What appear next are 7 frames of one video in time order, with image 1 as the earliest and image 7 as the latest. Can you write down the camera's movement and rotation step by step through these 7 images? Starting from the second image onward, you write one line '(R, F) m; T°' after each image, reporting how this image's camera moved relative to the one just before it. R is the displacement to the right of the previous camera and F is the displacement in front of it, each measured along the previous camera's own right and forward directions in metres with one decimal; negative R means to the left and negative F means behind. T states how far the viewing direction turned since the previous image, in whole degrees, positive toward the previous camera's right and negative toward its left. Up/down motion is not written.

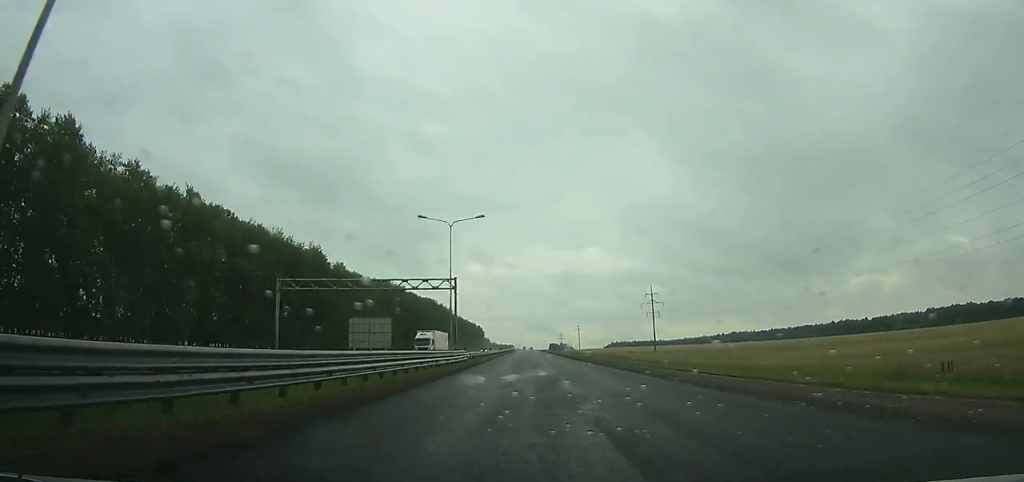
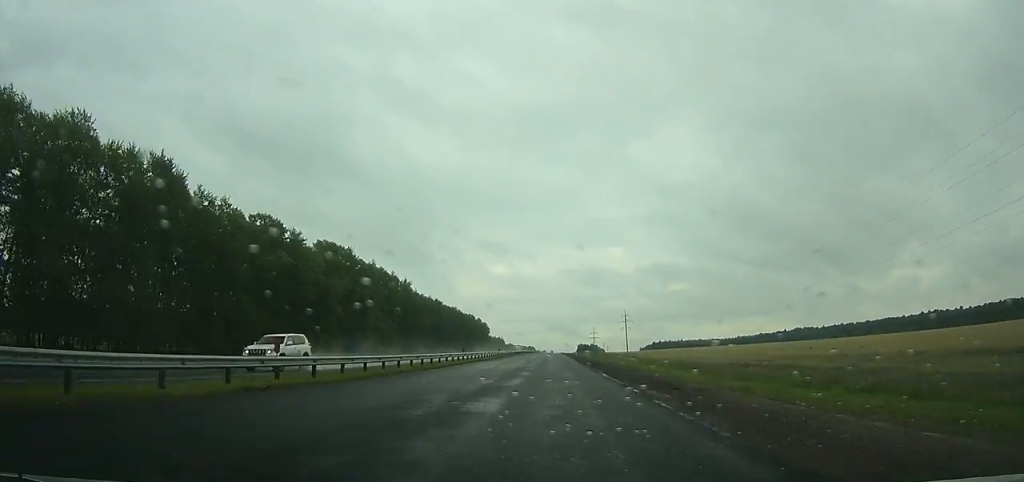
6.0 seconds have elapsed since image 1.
(-1.2, +153.2) m; -1°
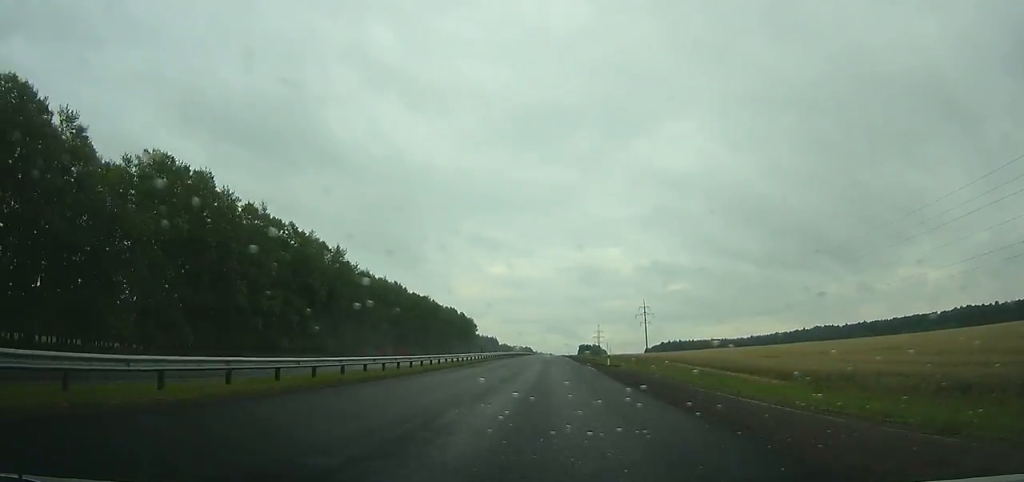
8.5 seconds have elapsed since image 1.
(-0.3, +63.8) m; 0°
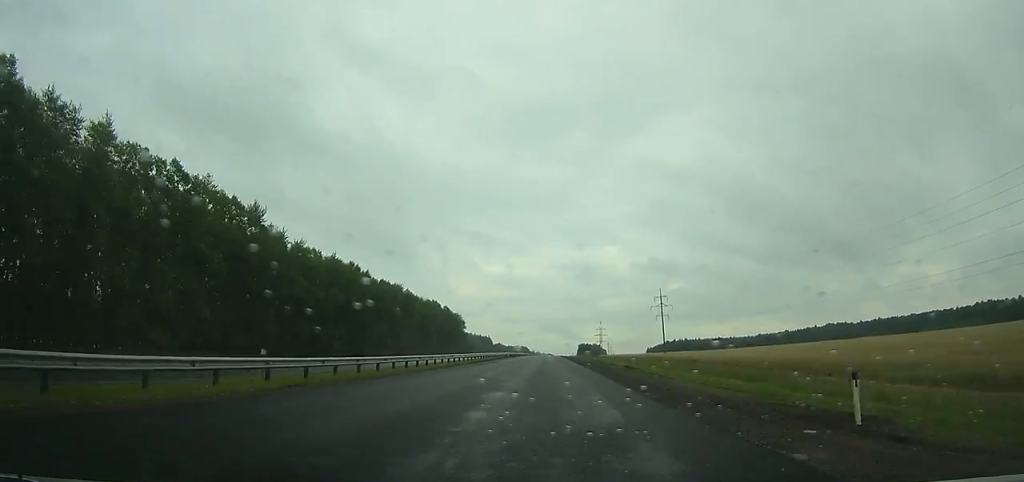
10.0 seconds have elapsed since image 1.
(0.0, +38.3) m; 0°
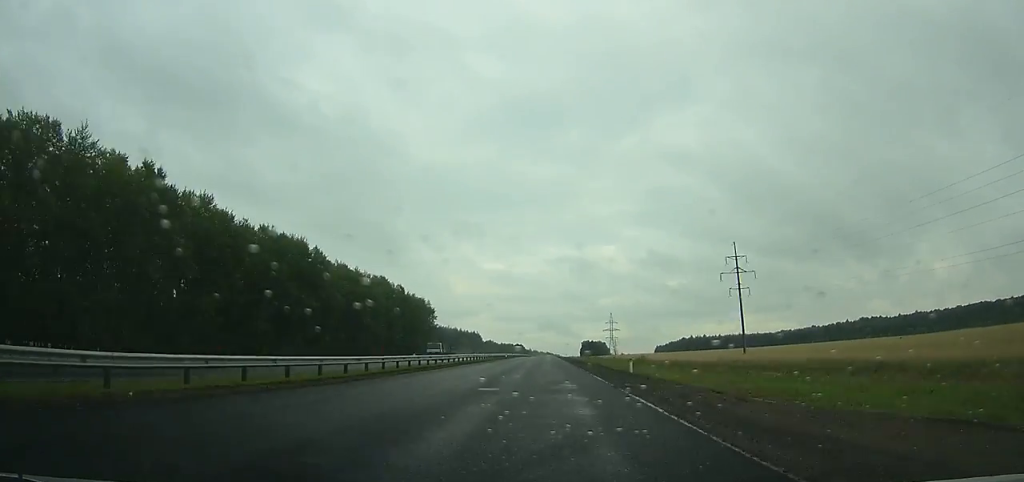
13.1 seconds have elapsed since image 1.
(+0.2, +79.3) m; 0°
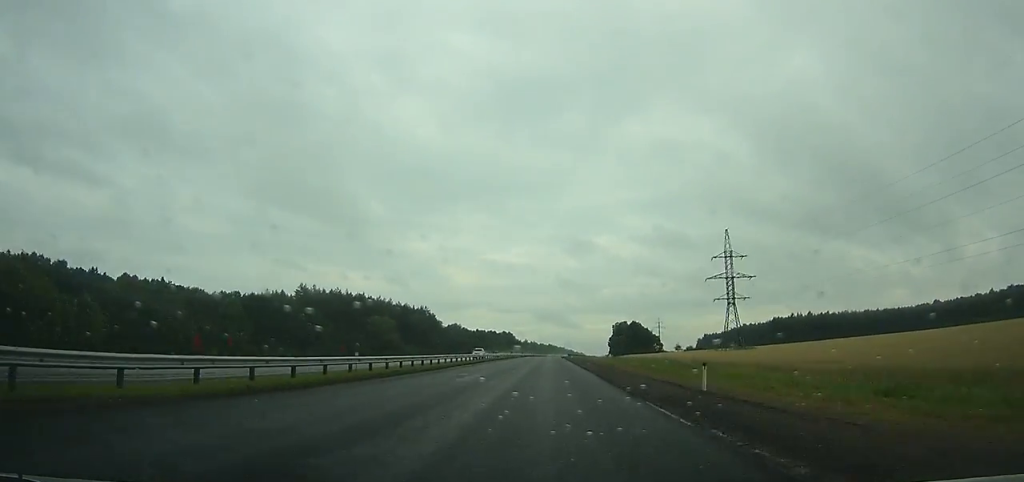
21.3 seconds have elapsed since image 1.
(-0.7, +210.8) m; 0°
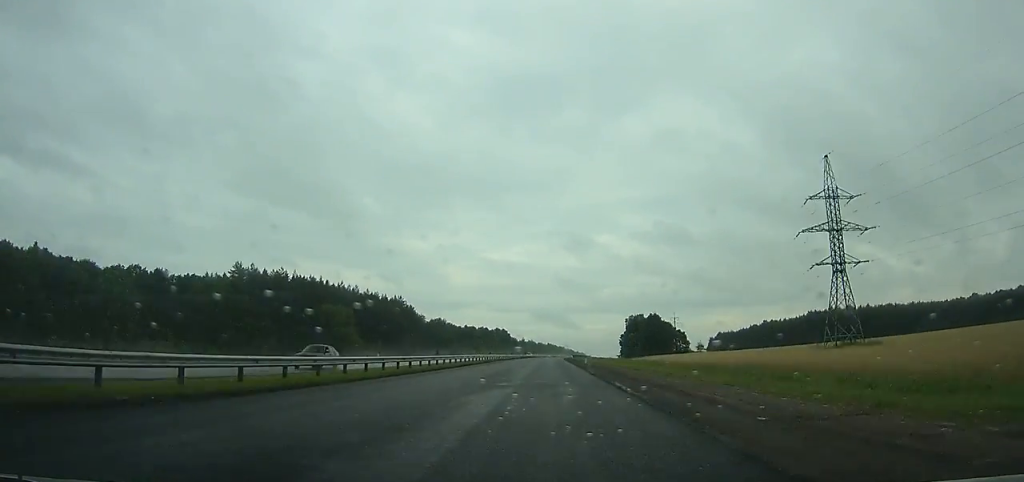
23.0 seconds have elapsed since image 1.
(0.0, +44.1) m; 0°
